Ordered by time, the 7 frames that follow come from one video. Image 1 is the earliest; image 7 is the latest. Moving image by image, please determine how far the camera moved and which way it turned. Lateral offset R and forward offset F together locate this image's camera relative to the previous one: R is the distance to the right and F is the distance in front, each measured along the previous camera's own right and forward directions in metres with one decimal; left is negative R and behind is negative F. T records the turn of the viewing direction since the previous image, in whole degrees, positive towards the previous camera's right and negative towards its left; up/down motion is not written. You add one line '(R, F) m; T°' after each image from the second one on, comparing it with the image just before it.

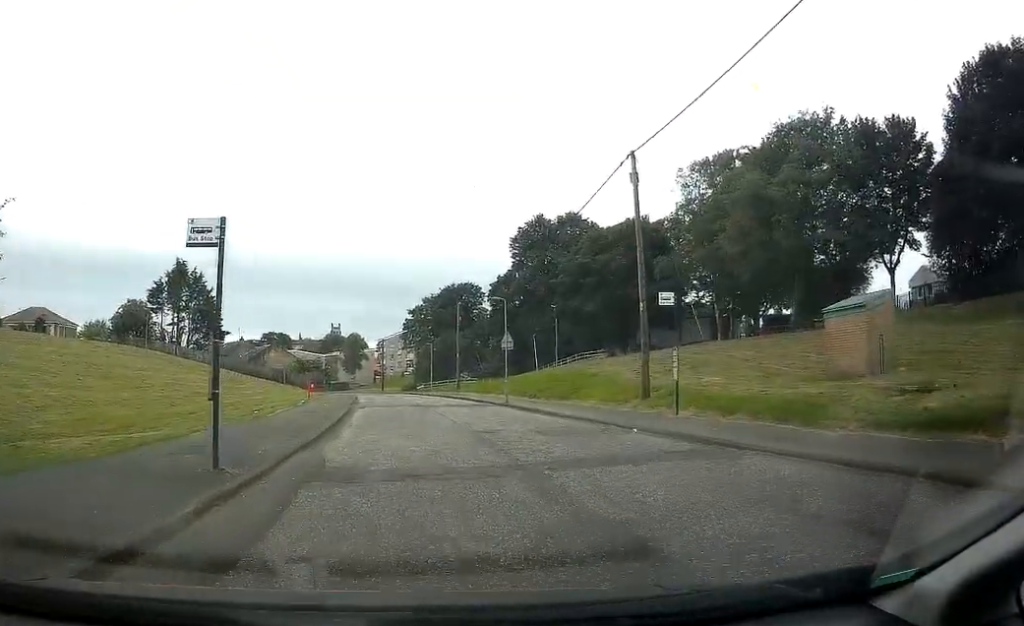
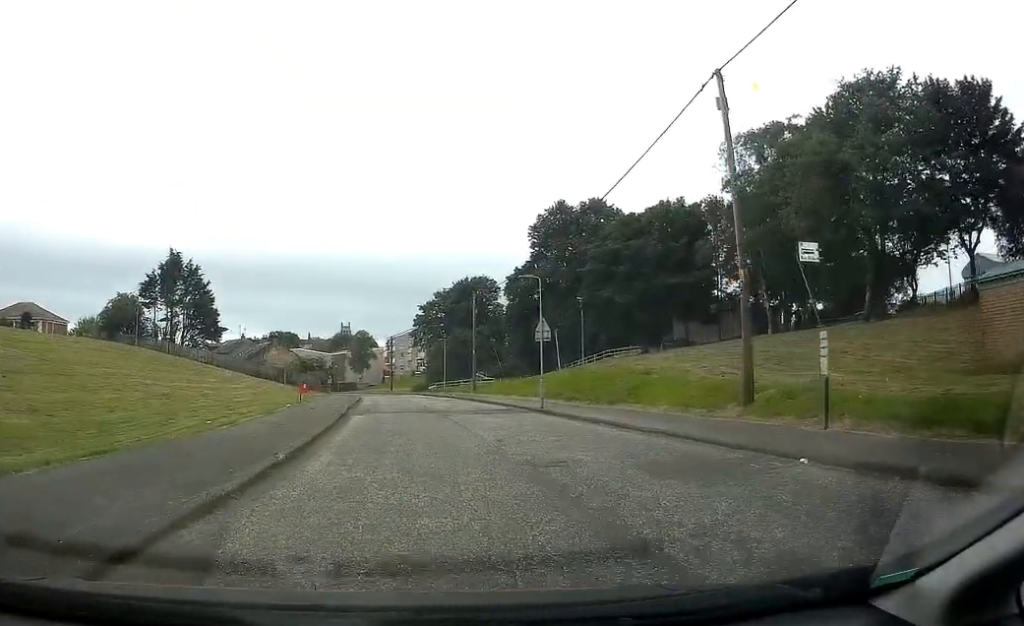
(-0.2, +7.2) m; -2°
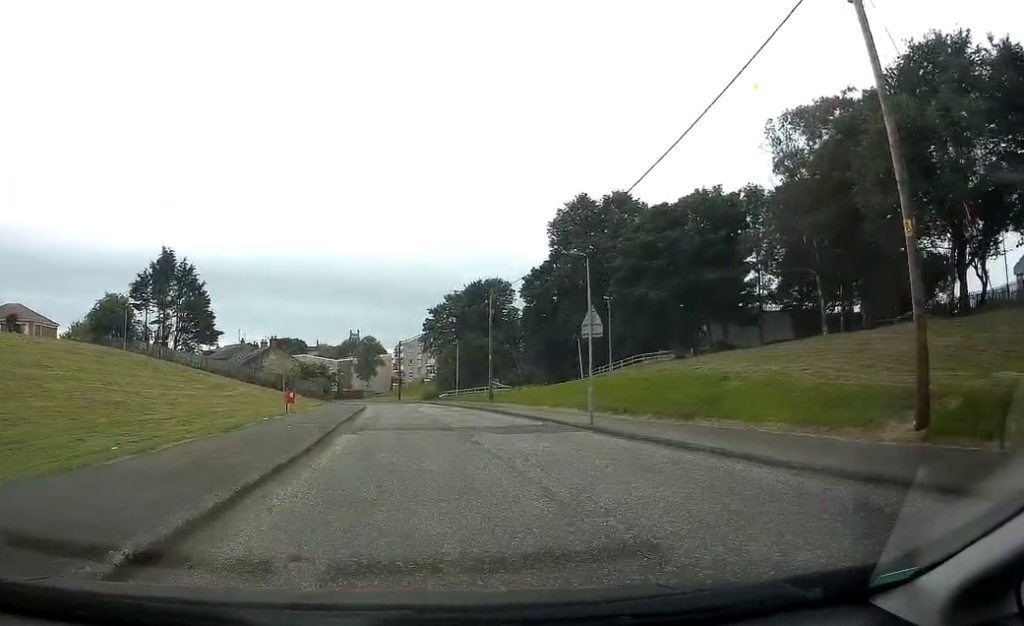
(0.0, +6.2) m; 0°
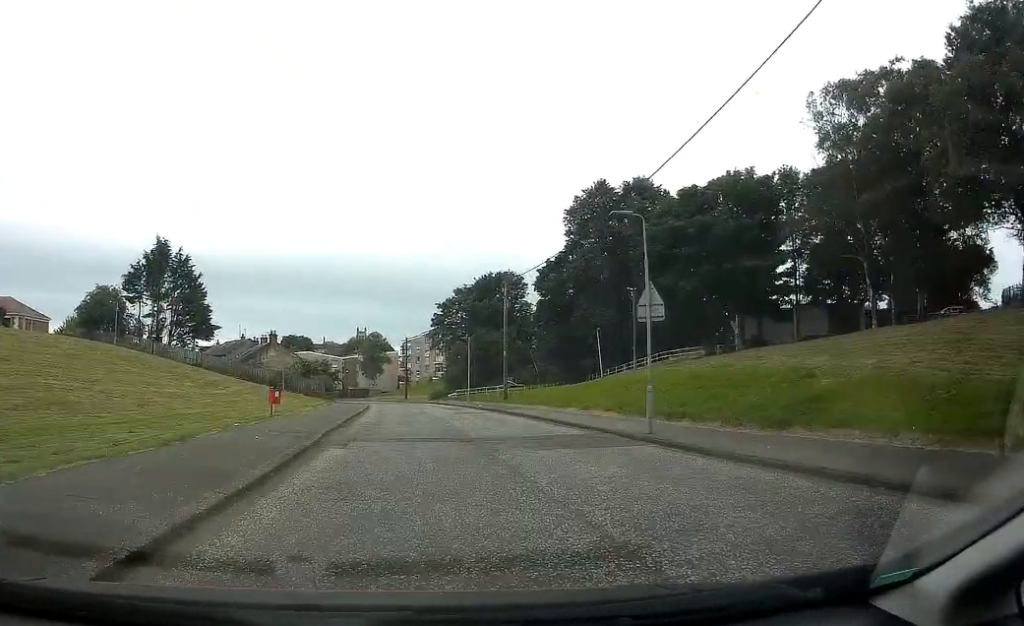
(0.0, +4.8) m; 0°
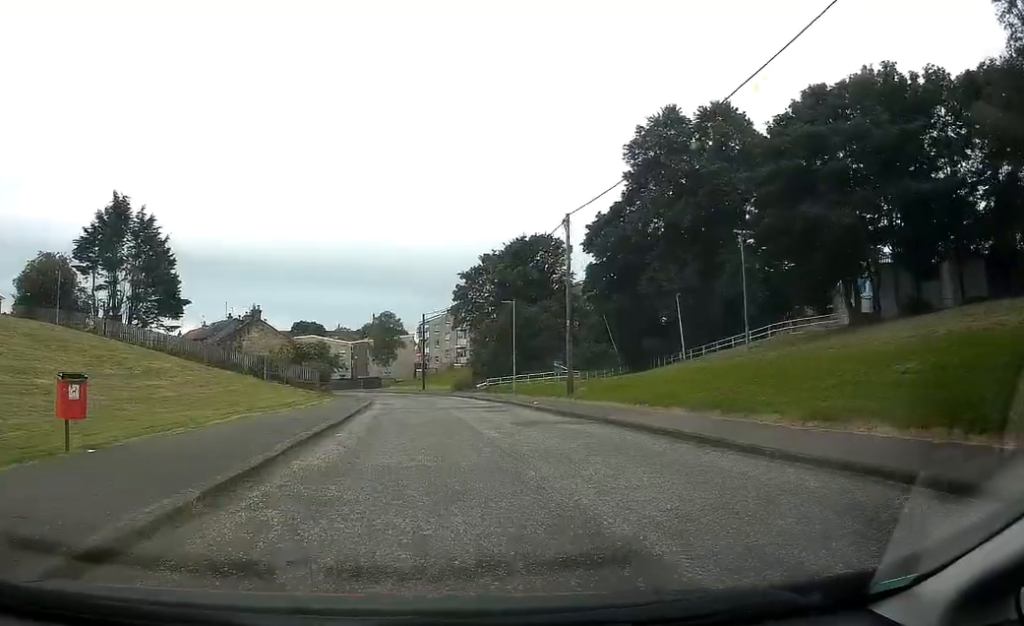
(-0.6, +17.4) m; -2°
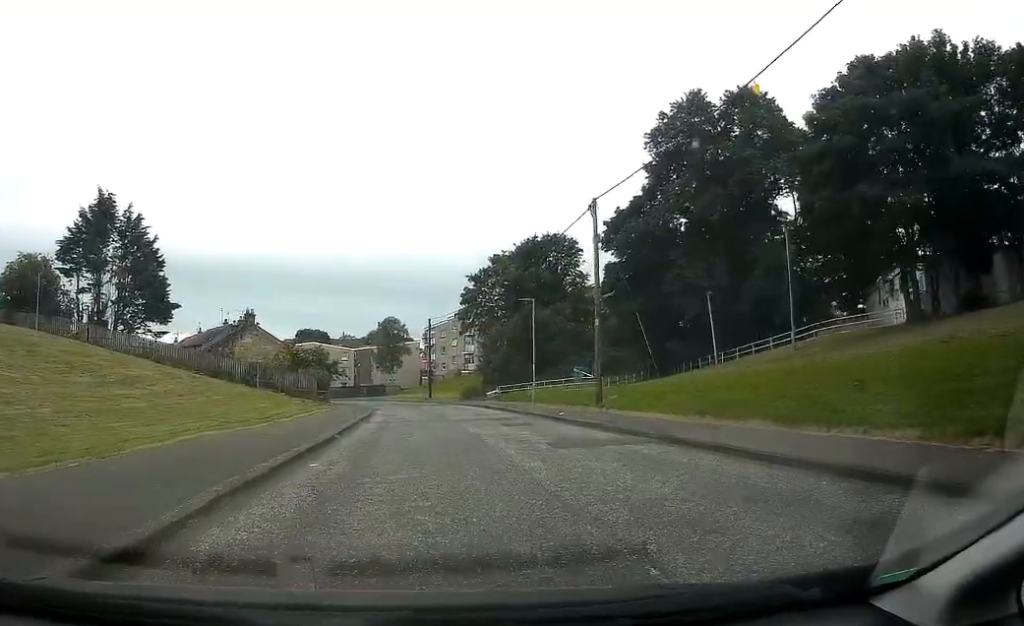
(0.0, +4.4) m; 0°
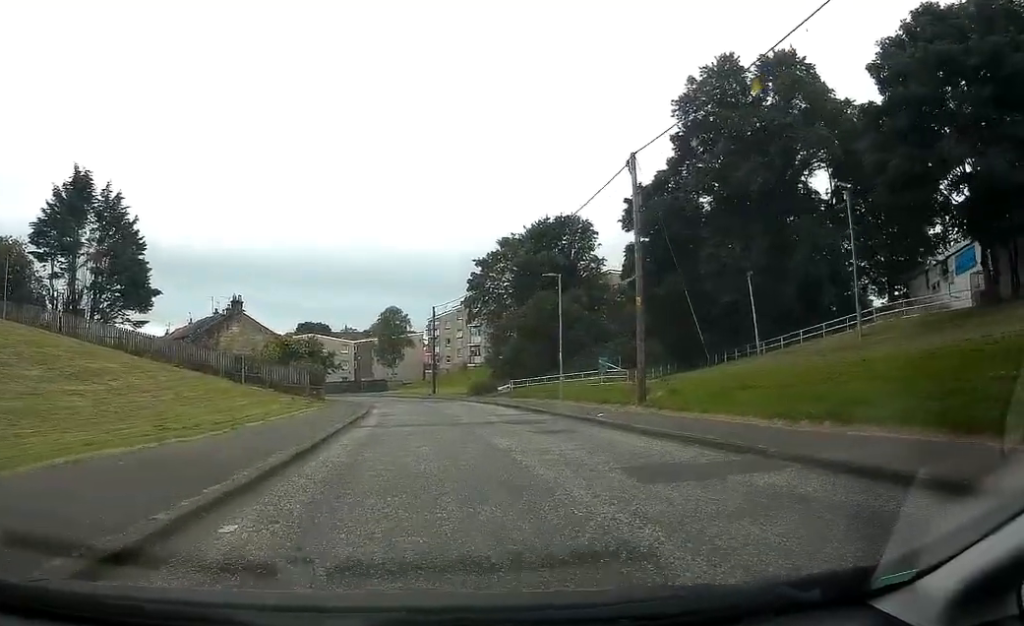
(+0.2, +5.6) m; 0°
